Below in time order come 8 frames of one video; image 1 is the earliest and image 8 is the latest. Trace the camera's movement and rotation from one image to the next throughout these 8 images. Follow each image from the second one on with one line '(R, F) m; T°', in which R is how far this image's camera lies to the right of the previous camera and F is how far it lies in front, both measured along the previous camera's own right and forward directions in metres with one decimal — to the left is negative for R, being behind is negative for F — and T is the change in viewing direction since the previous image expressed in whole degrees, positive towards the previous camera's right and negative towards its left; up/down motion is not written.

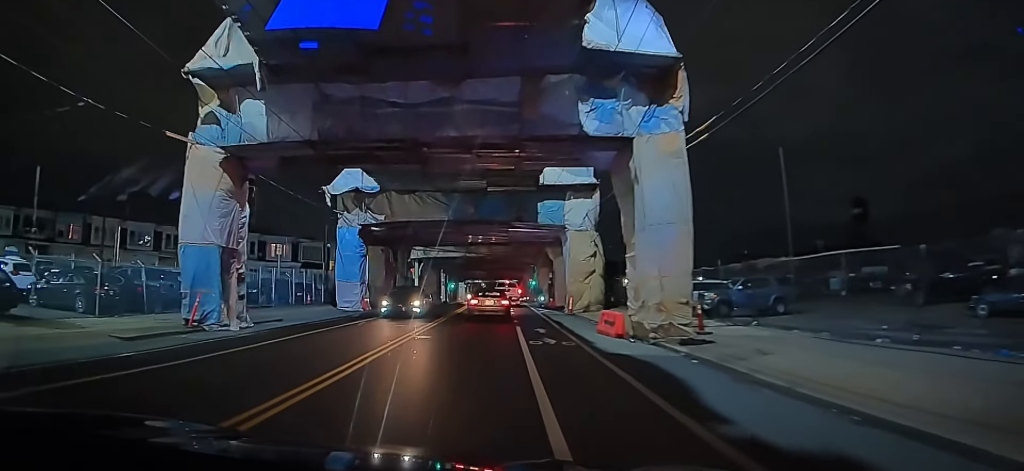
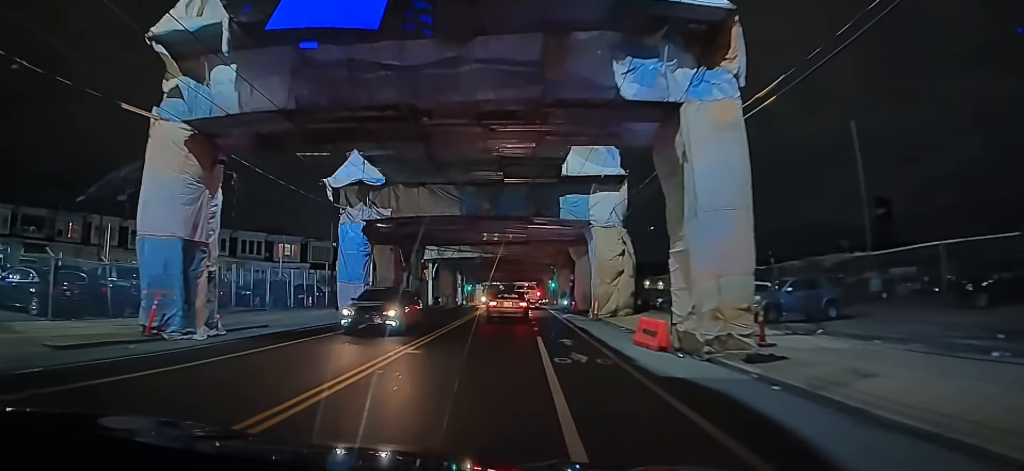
(-0.1, +4.0) m; -1°
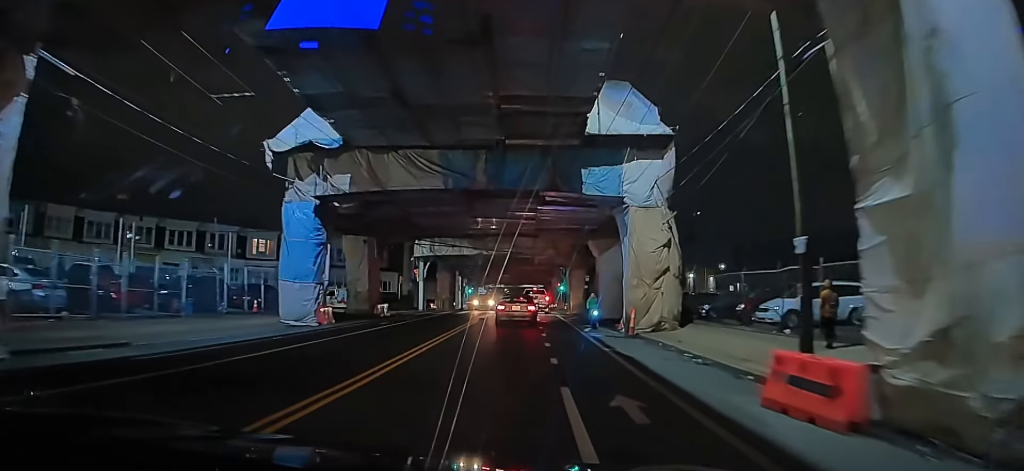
(-0.1, +10.0) m; 0°
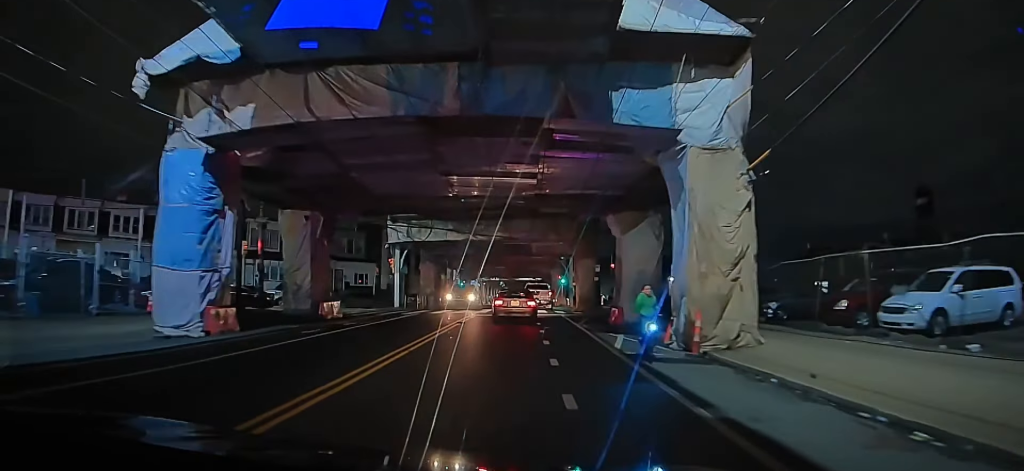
(+0.1, +9.4) m; +1°
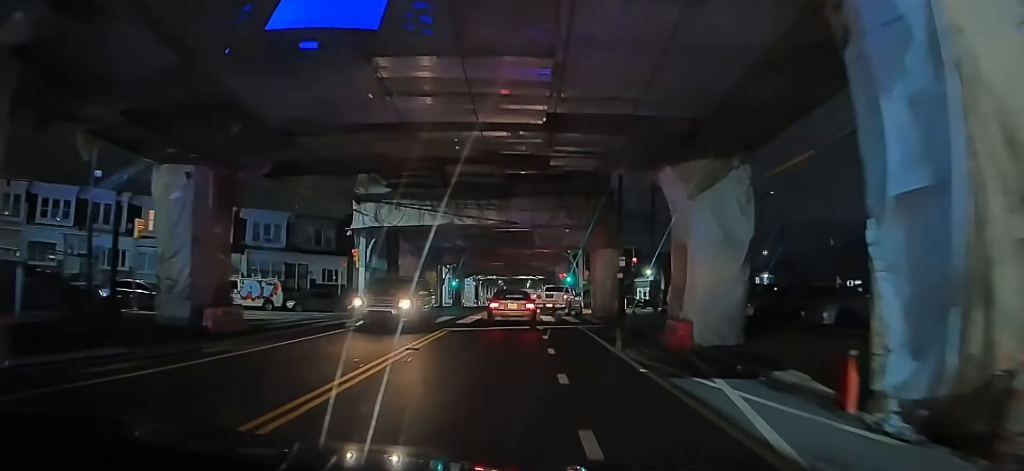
(0.0, +10.4) m; 0°
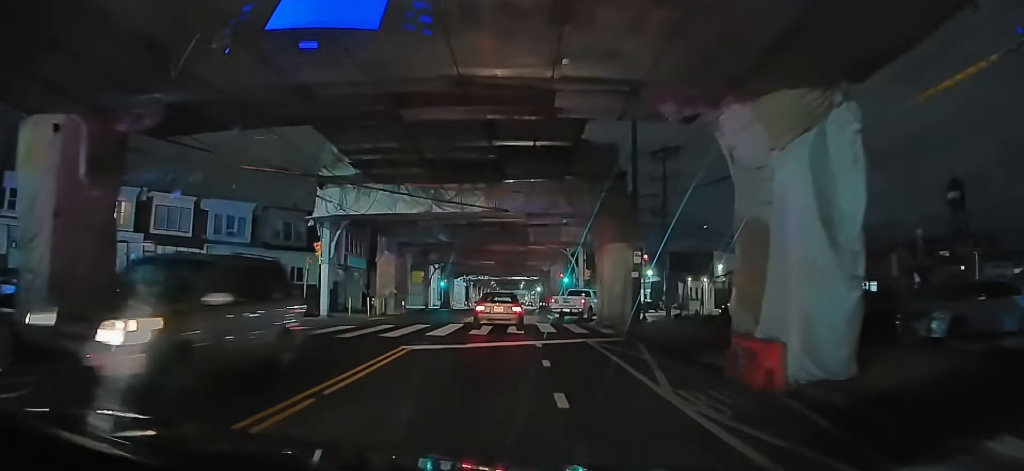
(0.0, +5.8) m; 0°
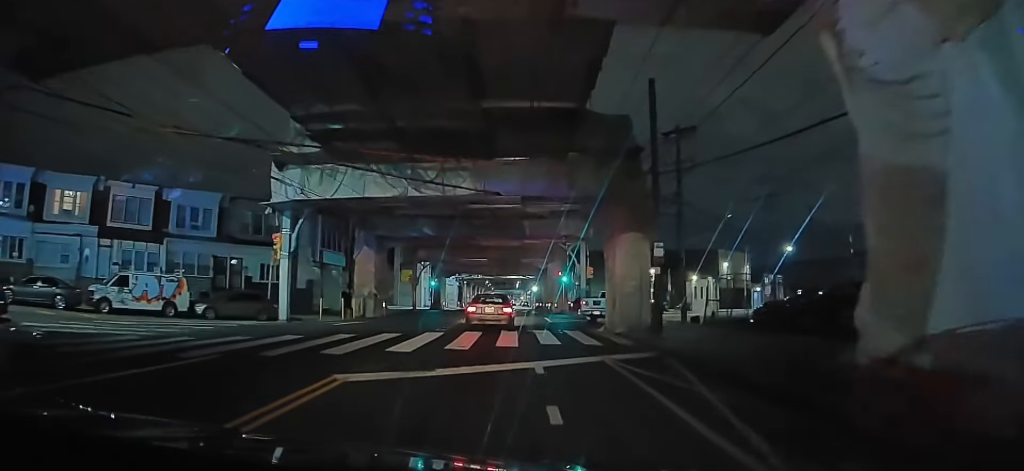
(0.0, +4.8) m; 0°
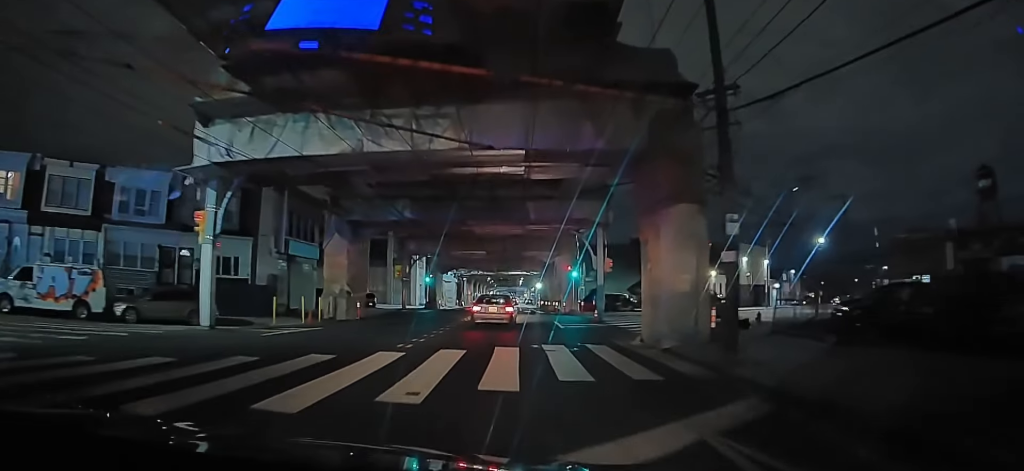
(0.0, +6.3) m; +5°
